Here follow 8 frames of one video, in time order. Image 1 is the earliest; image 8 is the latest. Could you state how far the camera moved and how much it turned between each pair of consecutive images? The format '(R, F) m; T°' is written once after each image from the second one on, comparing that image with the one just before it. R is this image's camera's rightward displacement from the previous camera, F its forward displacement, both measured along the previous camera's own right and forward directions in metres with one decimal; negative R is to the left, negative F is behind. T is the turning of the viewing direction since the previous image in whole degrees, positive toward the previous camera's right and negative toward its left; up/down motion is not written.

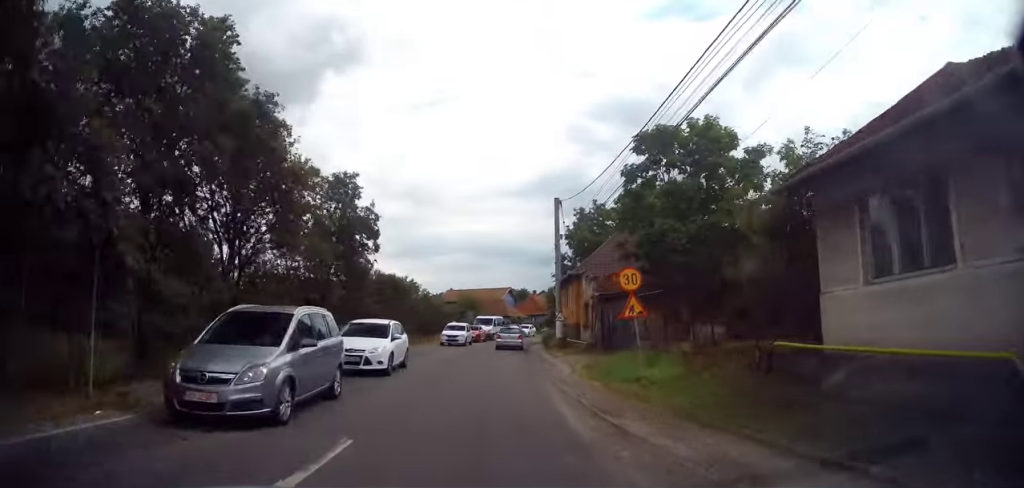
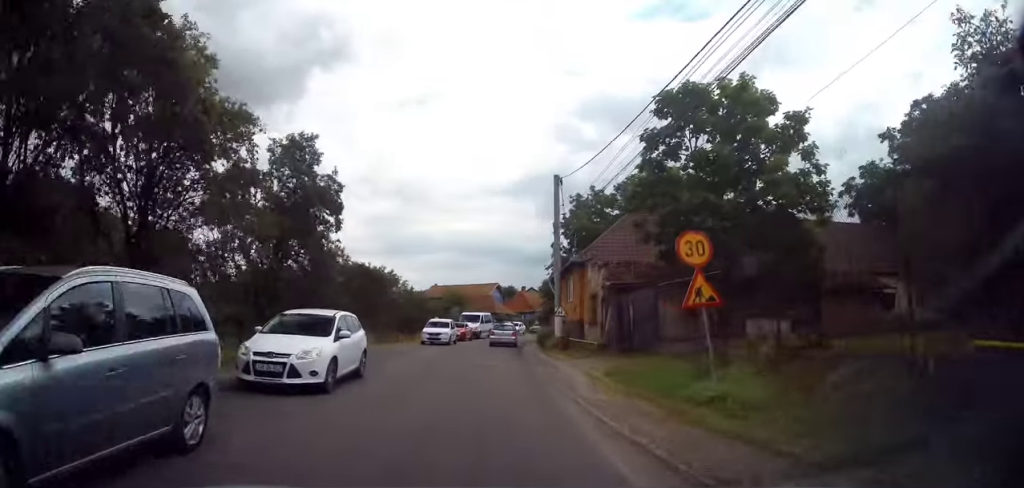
(-0.1, +4.3) m; +2°
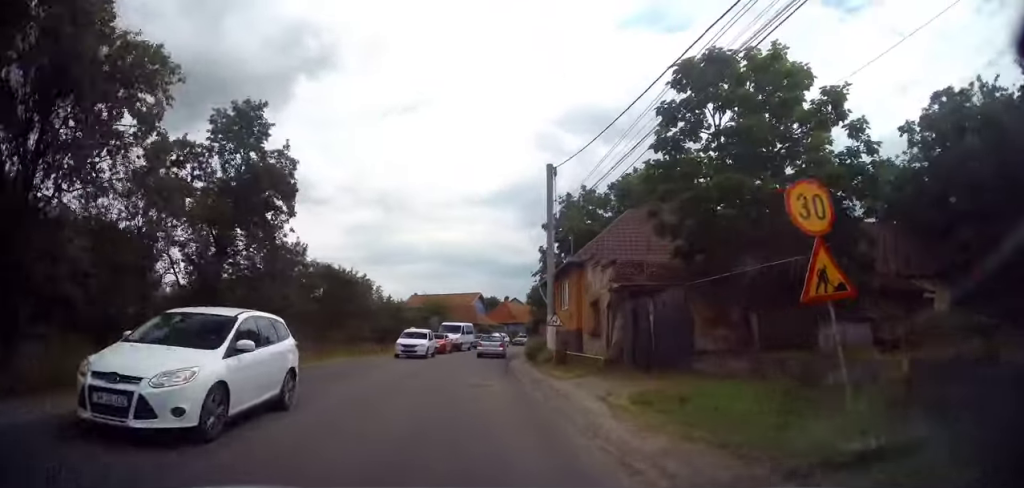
(+0.1, +3.6) m; +2°
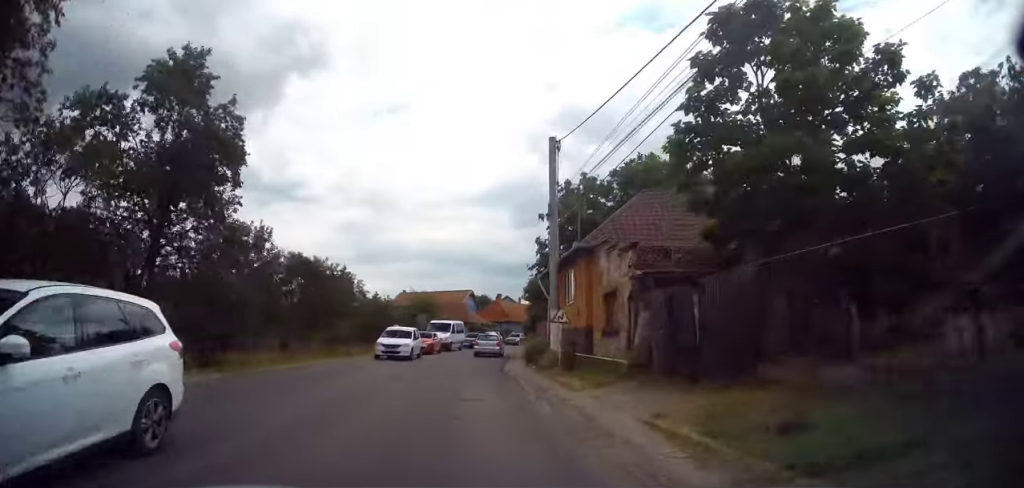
(+0.1, +3.3) m; +2°
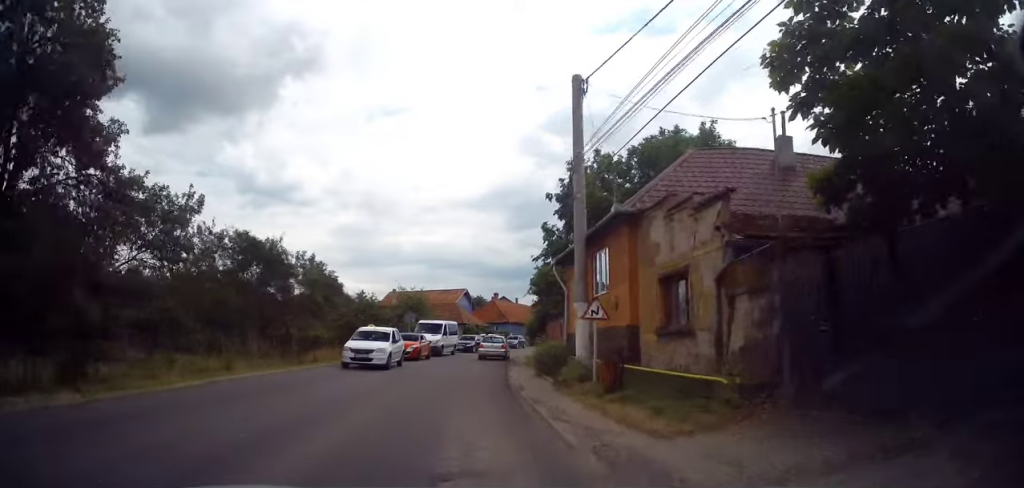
(+0.2, +5.5) m; +2°
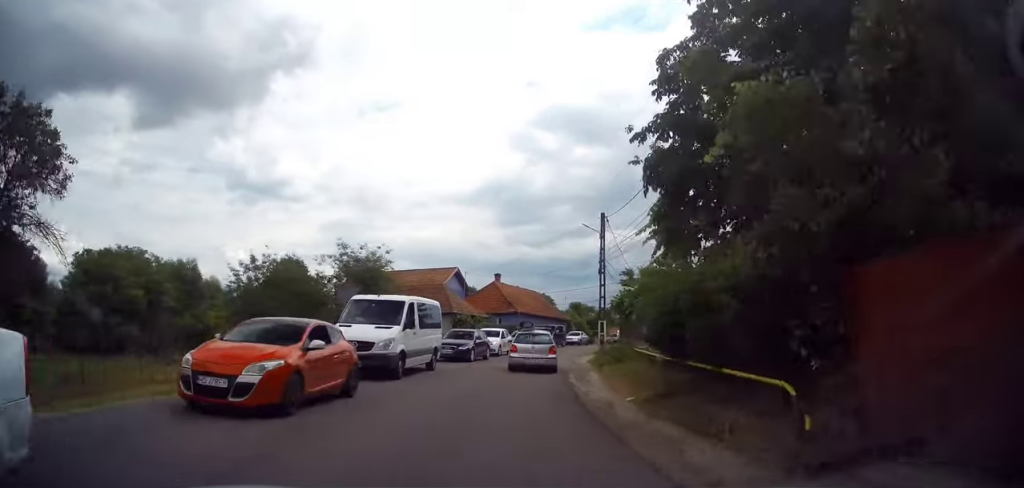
(-0.6, +18.3) m; -2°
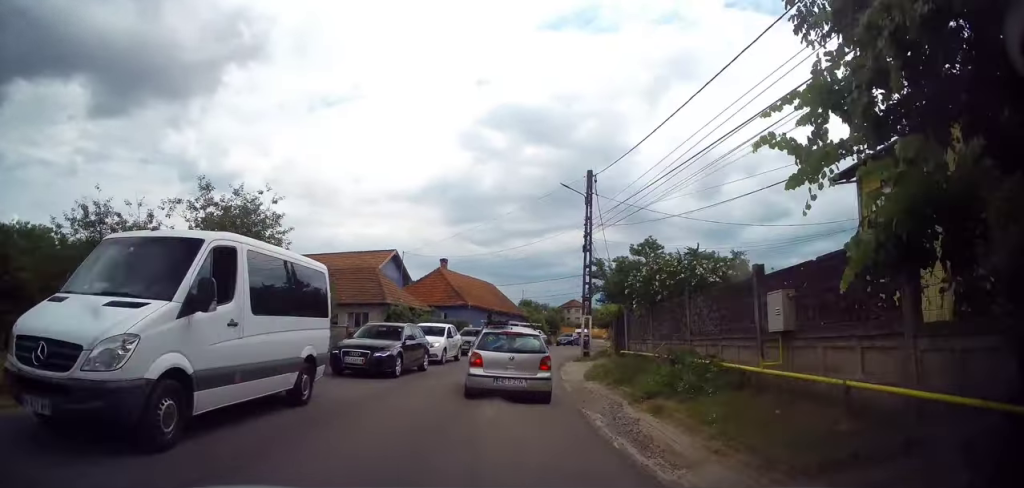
(+0.6, +9.4) m; +5°
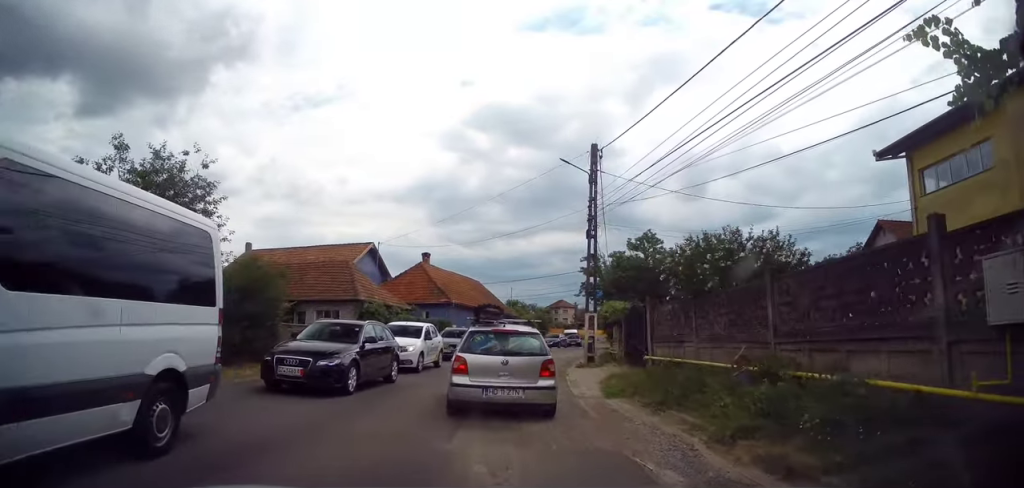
(-0.1, +4.4) m; +5°
